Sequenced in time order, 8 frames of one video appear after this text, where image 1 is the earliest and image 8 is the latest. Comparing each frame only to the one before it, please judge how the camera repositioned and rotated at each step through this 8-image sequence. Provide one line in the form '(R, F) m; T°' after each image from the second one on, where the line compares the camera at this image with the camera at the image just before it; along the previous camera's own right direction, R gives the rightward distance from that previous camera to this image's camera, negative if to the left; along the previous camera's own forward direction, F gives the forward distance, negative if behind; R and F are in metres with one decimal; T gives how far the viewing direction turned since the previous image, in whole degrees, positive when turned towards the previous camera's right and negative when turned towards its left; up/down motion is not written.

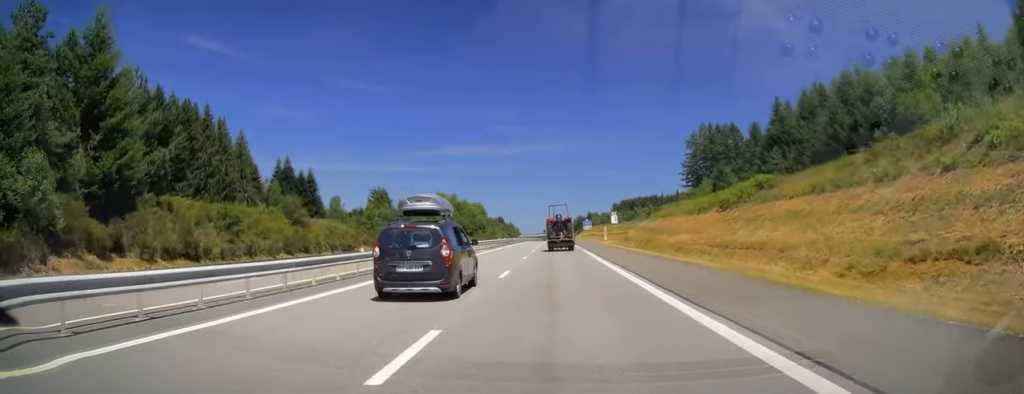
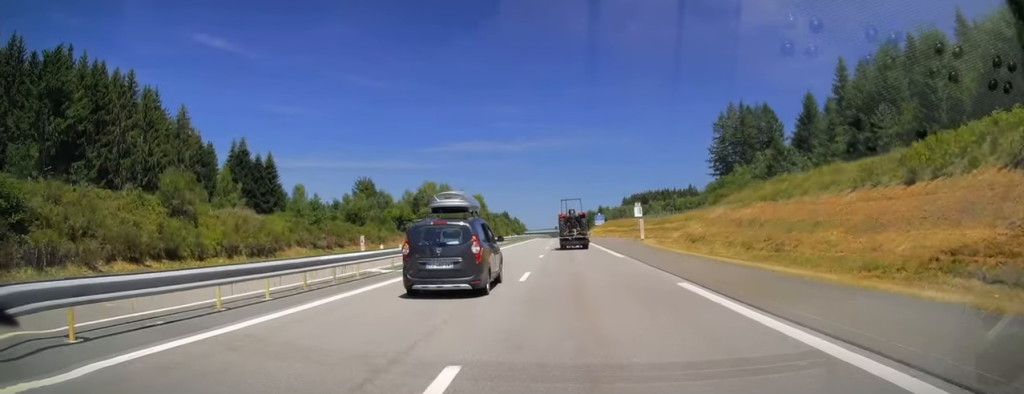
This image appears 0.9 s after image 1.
(-0.3, +28.2) m; -1°
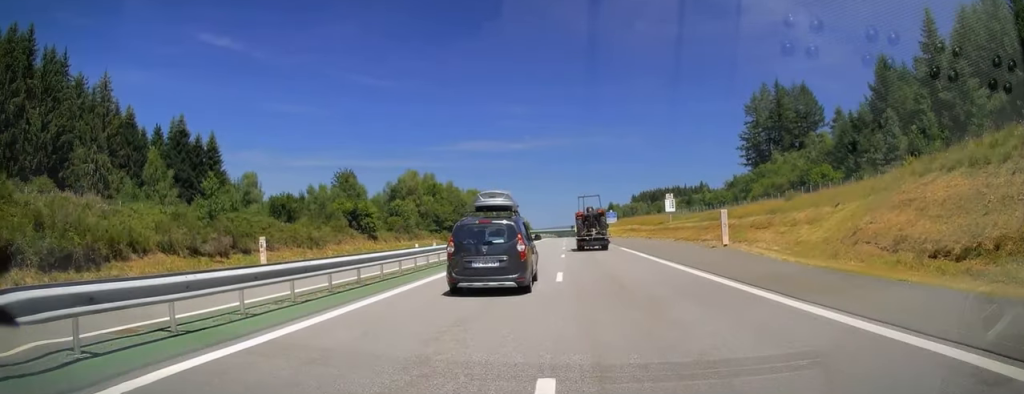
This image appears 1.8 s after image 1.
(-0.1, +26.7) m; 0°
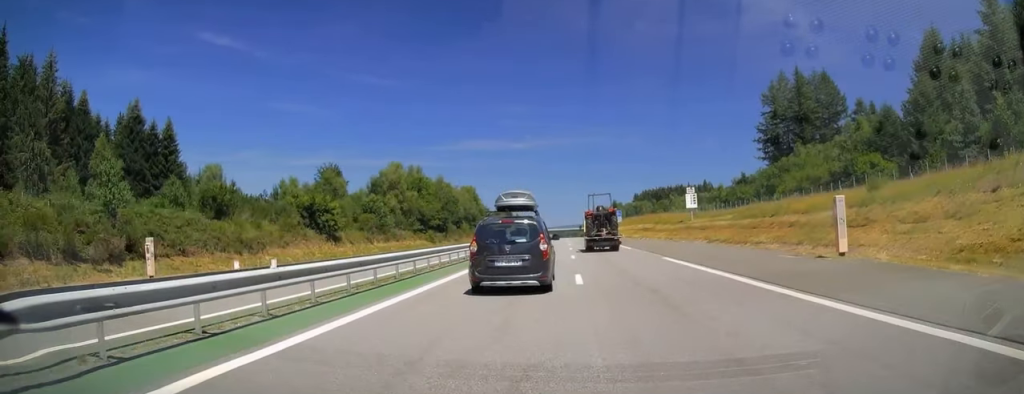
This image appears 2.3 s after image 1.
(0.0, +14.1) m; 0°
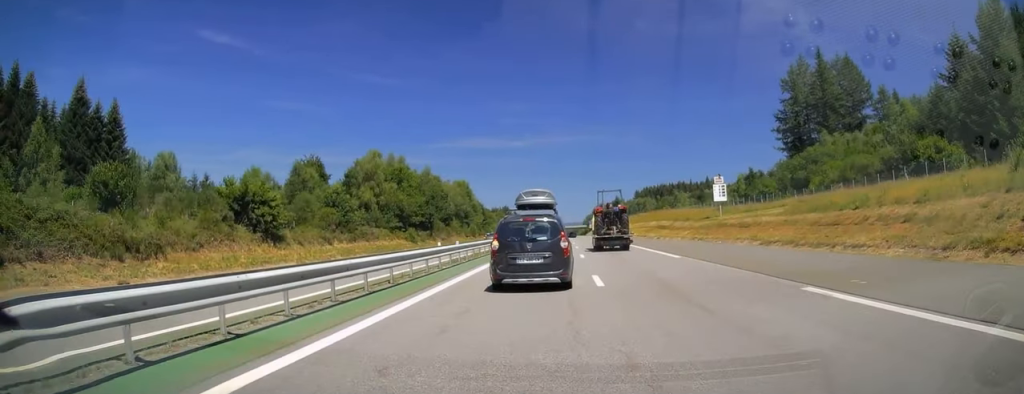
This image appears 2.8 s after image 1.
(+0.1, +14.0) m; 0°
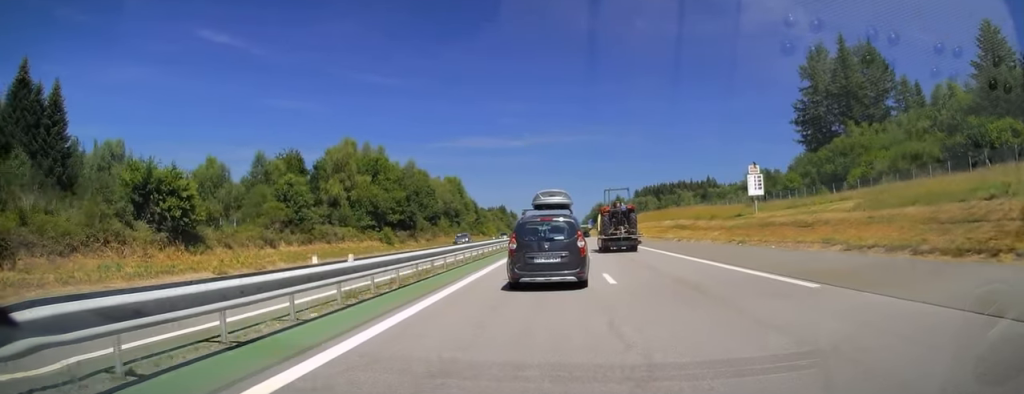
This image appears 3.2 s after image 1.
(+0.1, +12.5) m; 0°
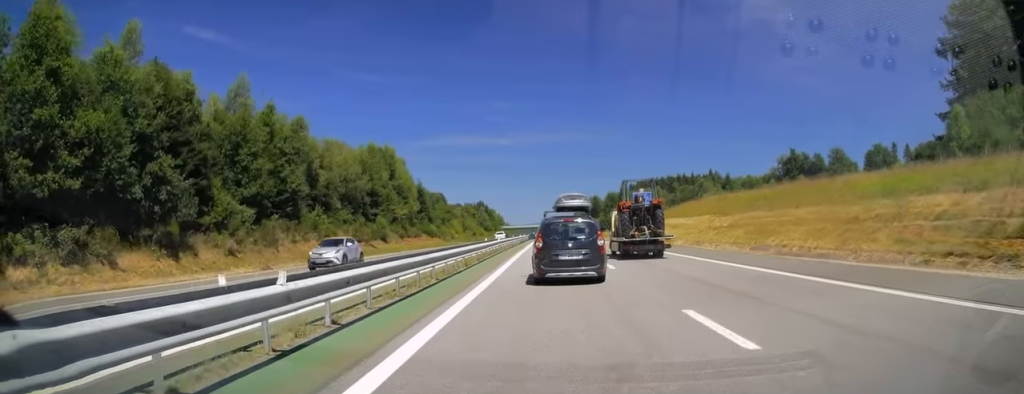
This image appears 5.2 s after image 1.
(+0.2, +60.2) m; 0°
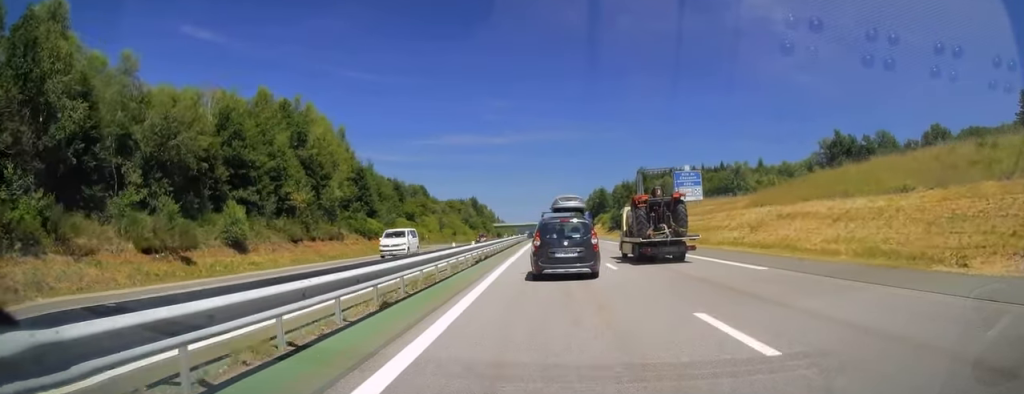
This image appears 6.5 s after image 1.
(+0.2, +39.7) m; +1°
